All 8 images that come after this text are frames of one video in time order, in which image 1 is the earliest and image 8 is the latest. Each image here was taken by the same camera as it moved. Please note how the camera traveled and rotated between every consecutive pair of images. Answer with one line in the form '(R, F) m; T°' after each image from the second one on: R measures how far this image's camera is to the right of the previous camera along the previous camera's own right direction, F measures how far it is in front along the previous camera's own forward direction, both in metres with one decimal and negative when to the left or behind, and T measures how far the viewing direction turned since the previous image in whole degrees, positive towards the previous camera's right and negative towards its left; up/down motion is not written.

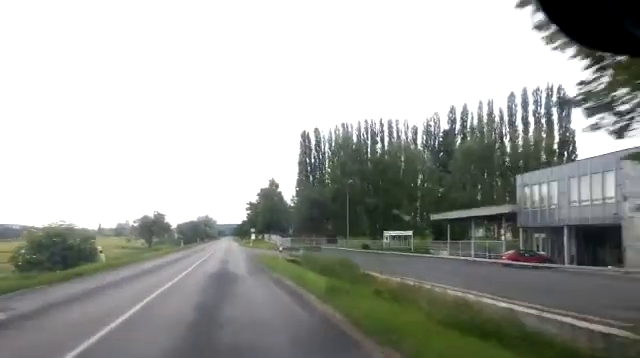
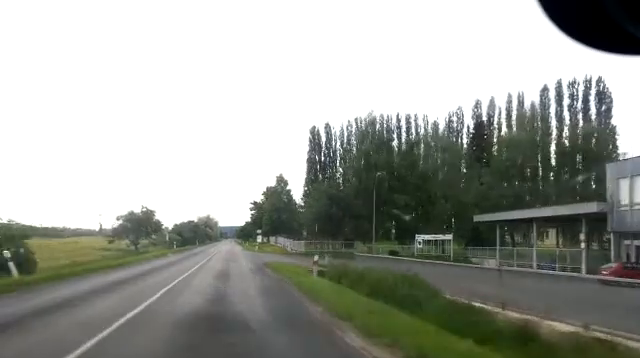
(0.0, +8.2) m; 0°
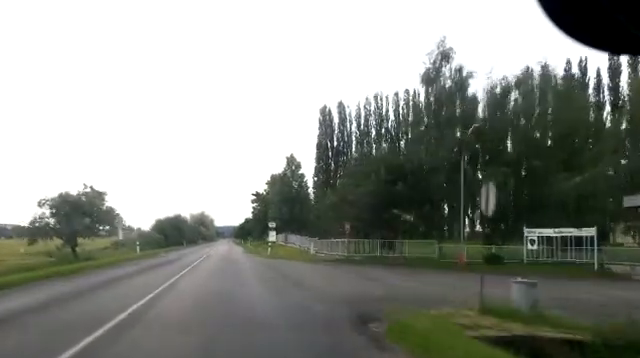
(-0.1, +17.0) m; 0°
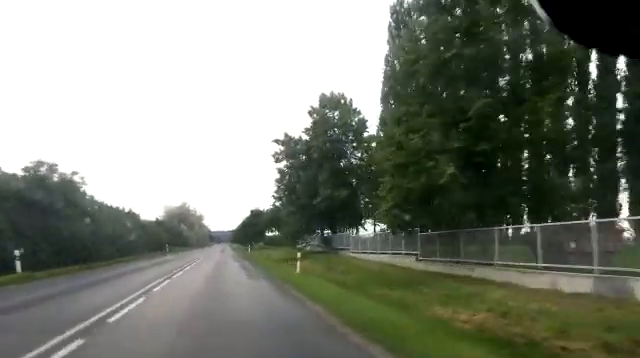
(+0.9, +49.9) m; 0°
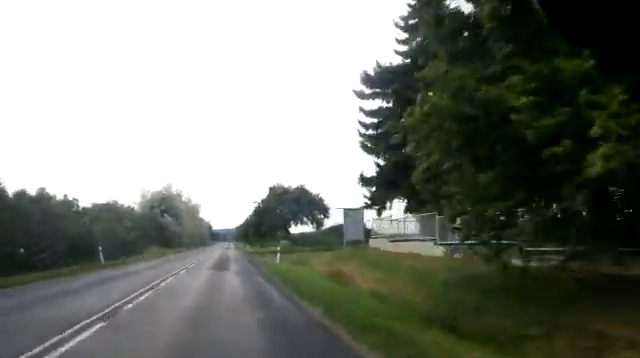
(-0.4, +28.8) m; -1°
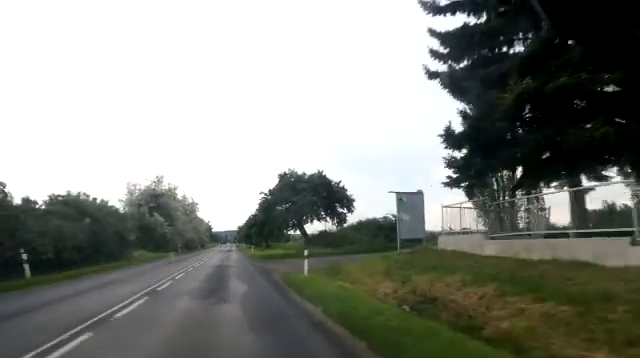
(0.0, +9.2) m; 0°
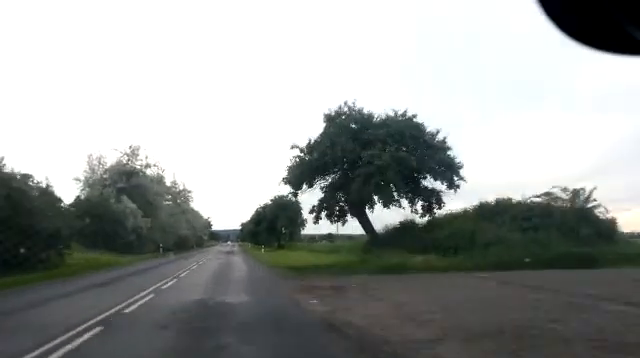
(0.0, +17.1) m; 0°
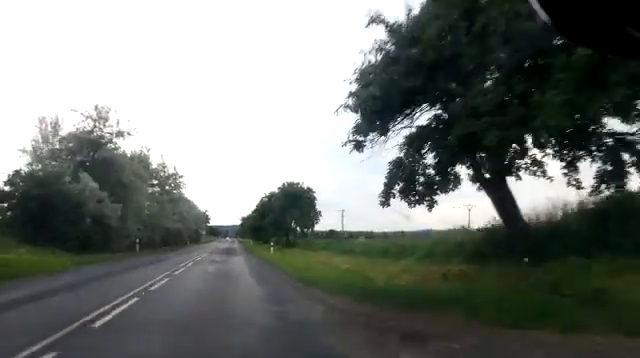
(0.0, +10.6) m; 0°
